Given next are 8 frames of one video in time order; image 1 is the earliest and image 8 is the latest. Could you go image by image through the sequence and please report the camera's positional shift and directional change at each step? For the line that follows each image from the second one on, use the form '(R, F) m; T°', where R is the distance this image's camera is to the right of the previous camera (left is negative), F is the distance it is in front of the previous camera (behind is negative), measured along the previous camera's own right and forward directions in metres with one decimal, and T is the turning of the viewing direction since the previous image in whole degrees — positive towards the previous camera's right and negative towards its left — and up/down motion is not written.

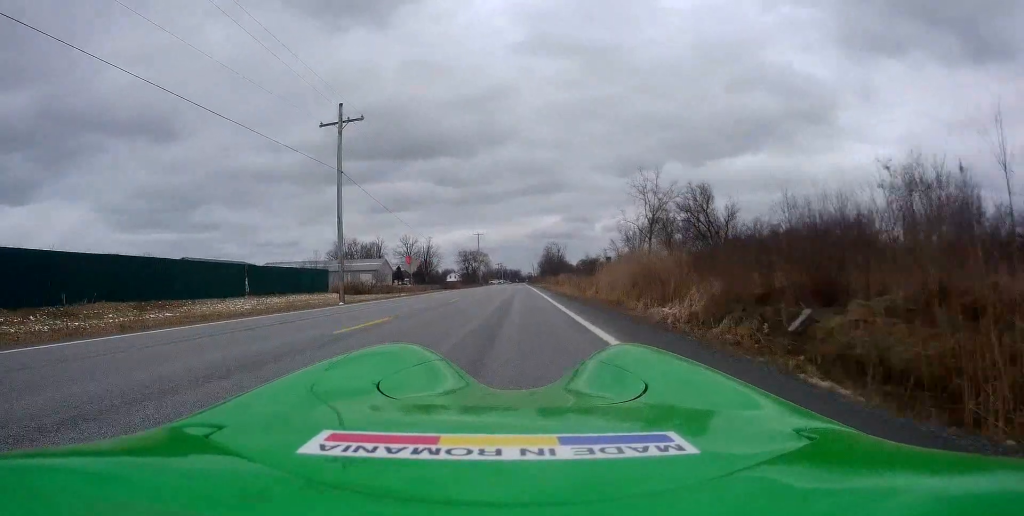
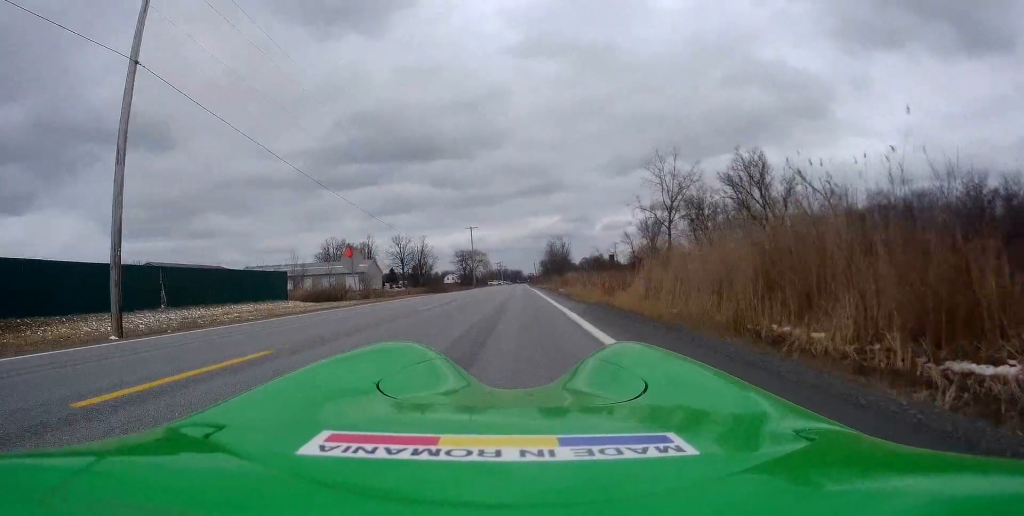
(+0.5, +17.0) m; +1°
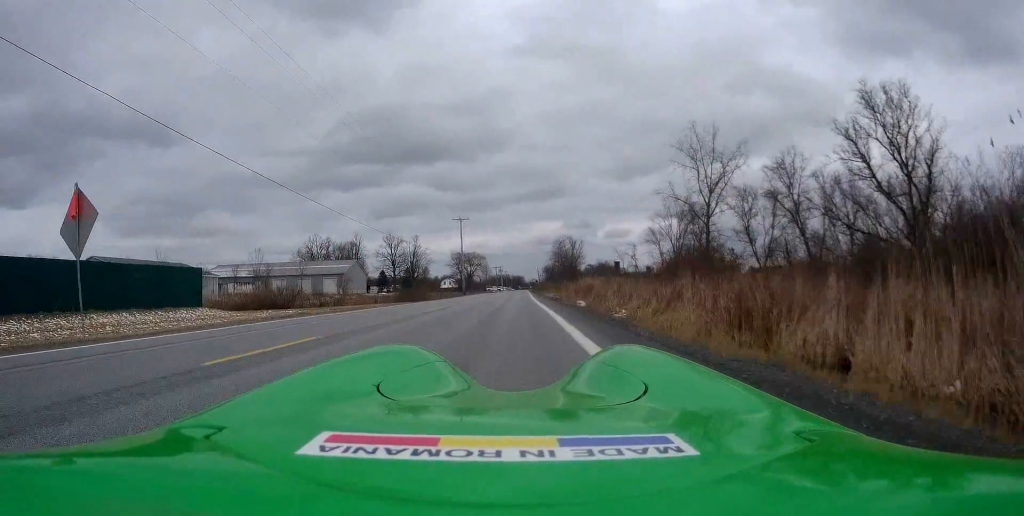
(-0.4, +22.0) m; 0°
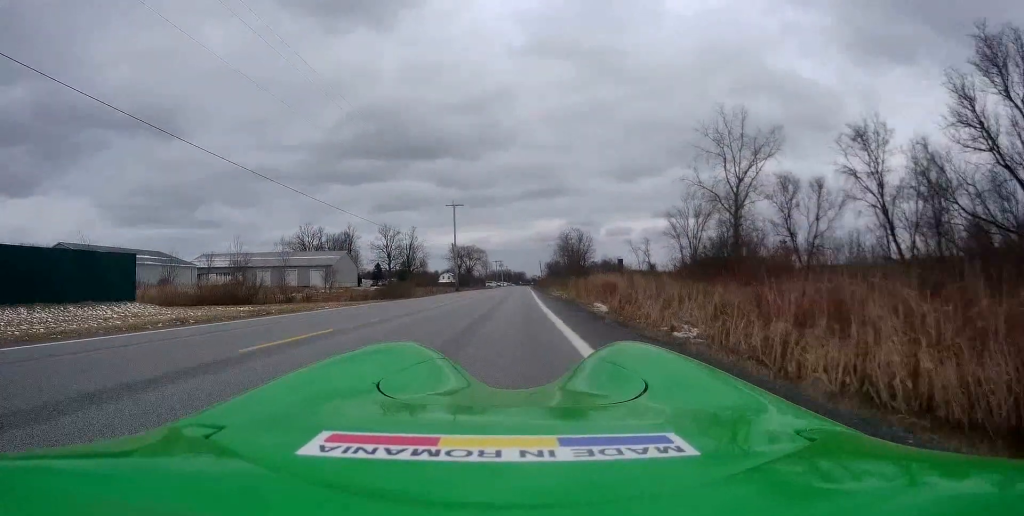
(+0.3, +10.9) m; +1°
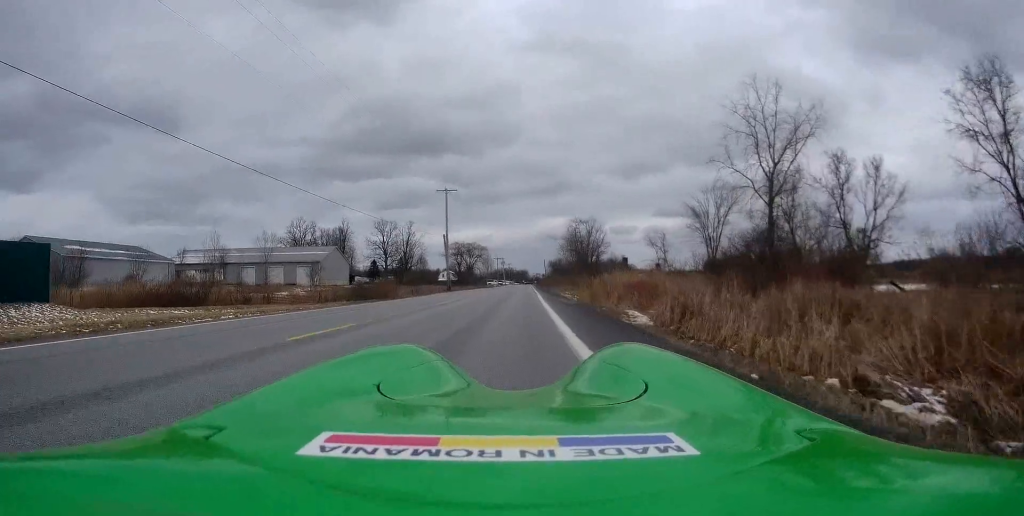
(-0.1, +10.9) m; -2°
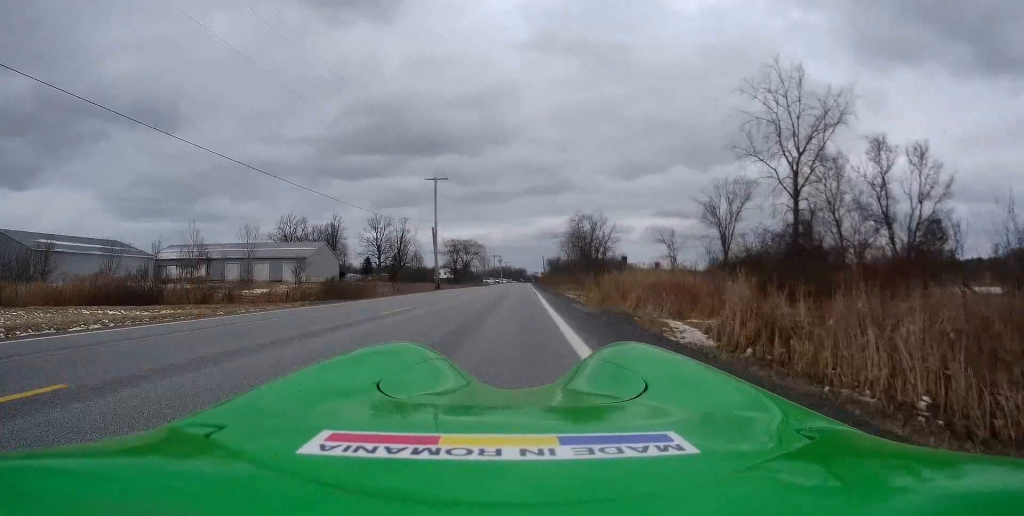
(-0.2, +6.9) m; 0°
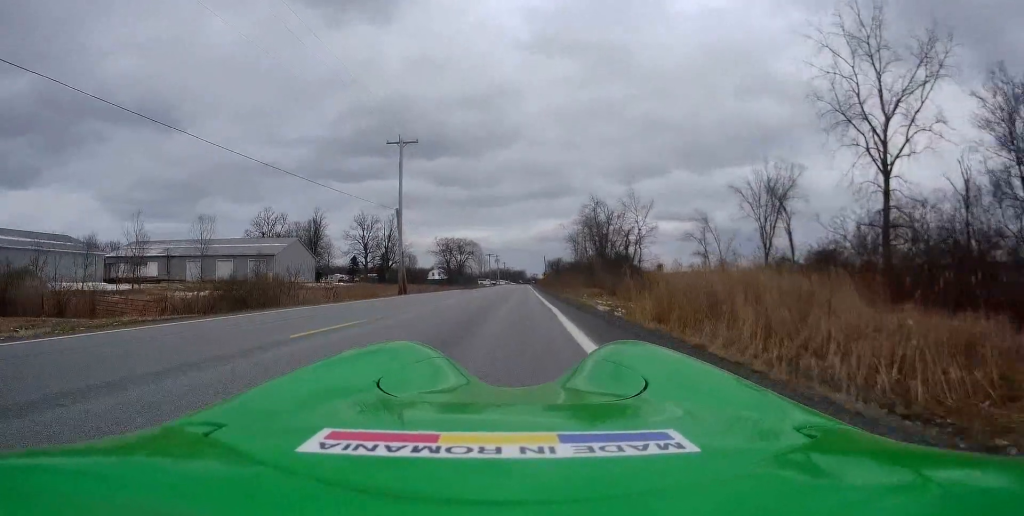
(+0.2, +17.3) m; 0°
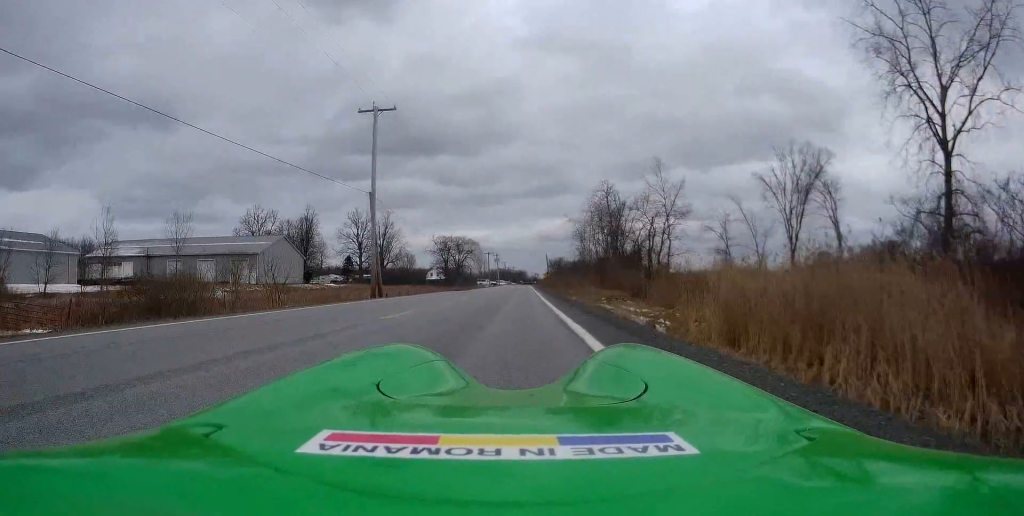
(-0.2, +7.9) m; 0°
